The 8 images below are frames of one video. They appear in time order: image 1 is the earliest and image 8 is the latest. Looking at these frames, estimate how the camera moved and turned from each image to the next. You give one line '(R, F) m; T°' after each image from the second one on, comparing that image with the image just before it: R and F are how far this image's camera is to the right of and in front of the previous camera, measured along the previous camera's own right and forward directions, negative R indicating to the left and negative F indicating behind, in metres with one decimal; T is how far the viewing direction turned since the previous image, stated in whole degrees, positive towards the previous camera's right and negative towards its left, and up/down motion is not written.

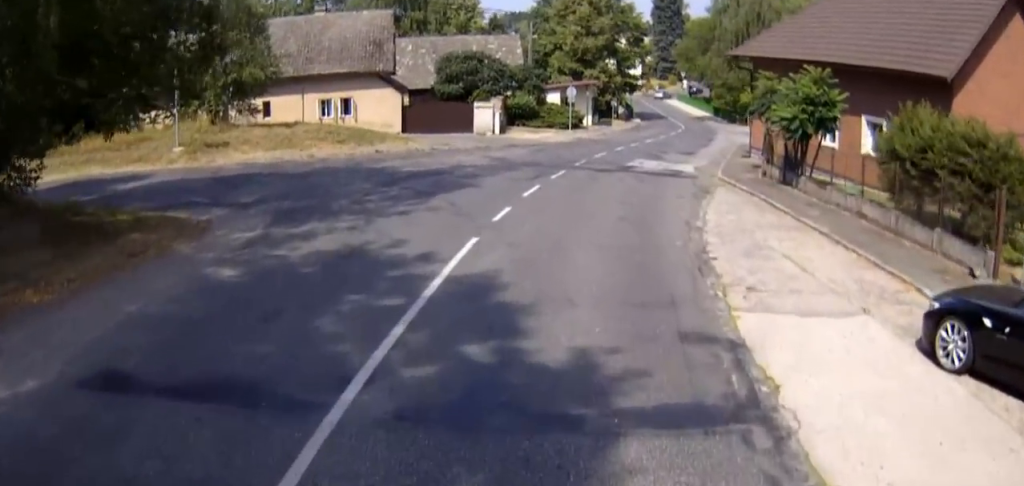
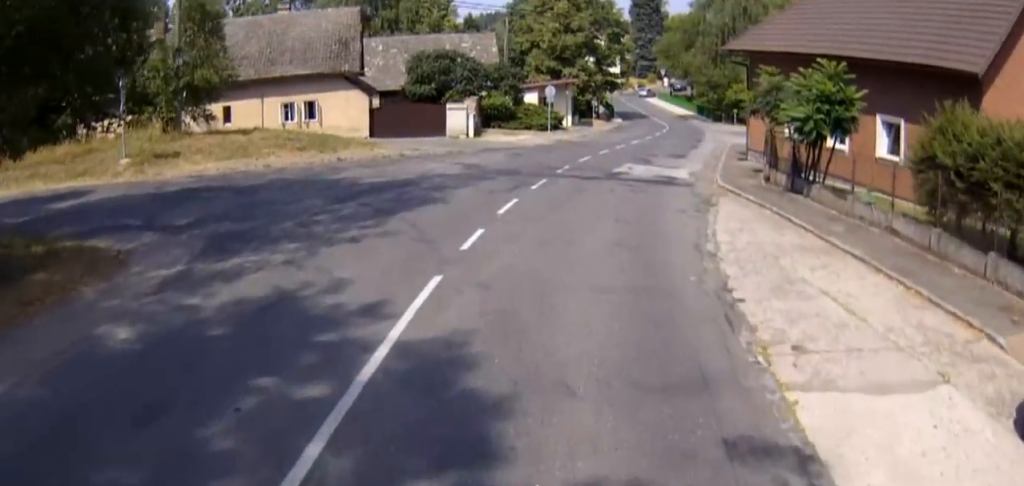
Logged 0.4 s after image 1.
(-0.2, +3.1) m; +1°
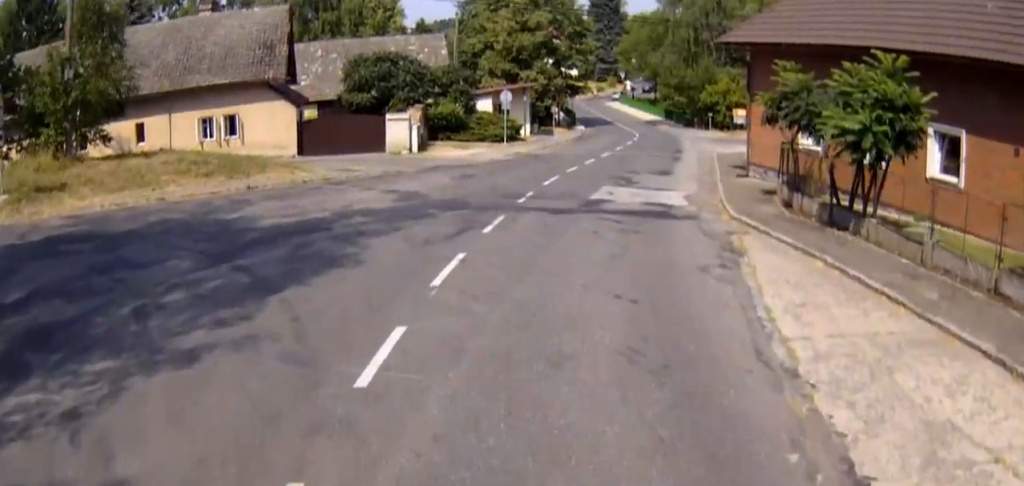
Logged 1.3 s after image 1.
(+0.6, +6.9) m; +4°
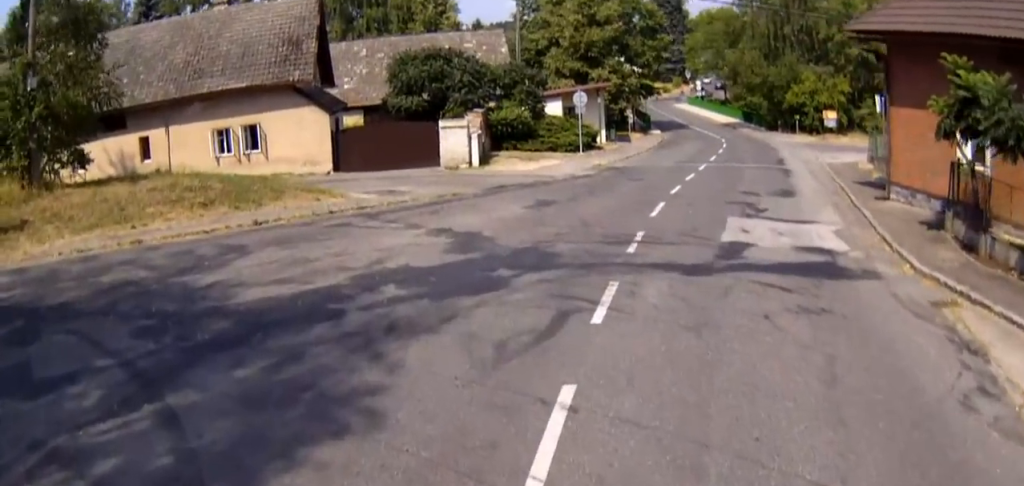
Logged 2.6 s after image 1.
(-0.4, +8.4) m; -10°
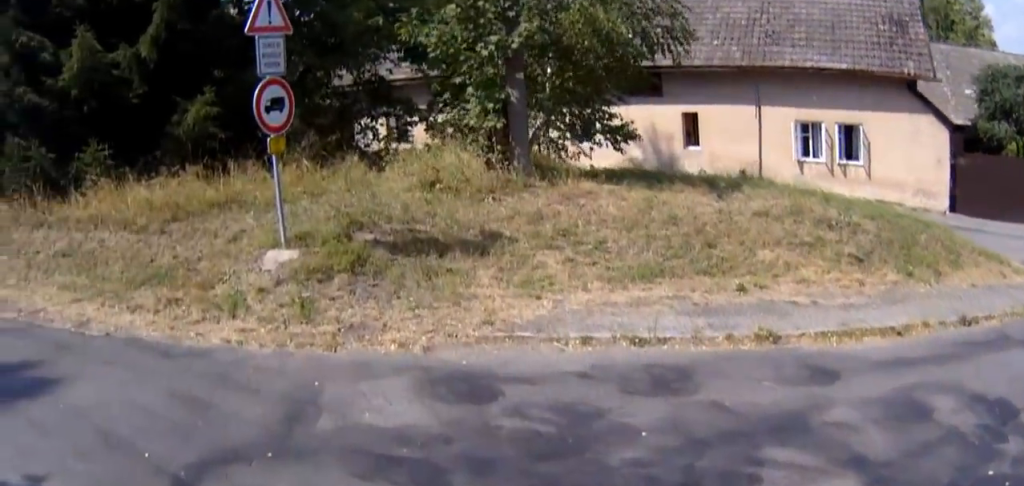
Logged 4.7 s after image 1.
(-2.8, +12.6) m; -29°
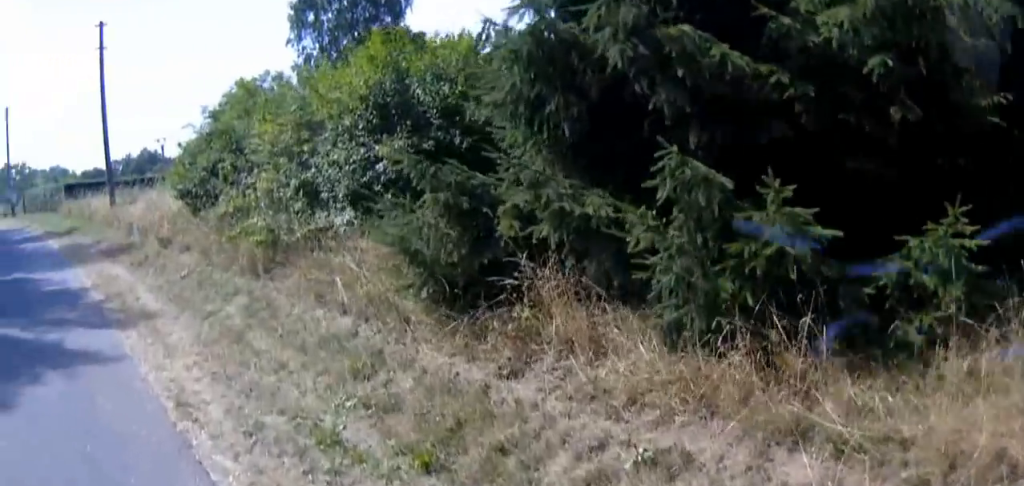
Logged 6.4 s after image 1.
(-2.8, +9.3) m; -31°
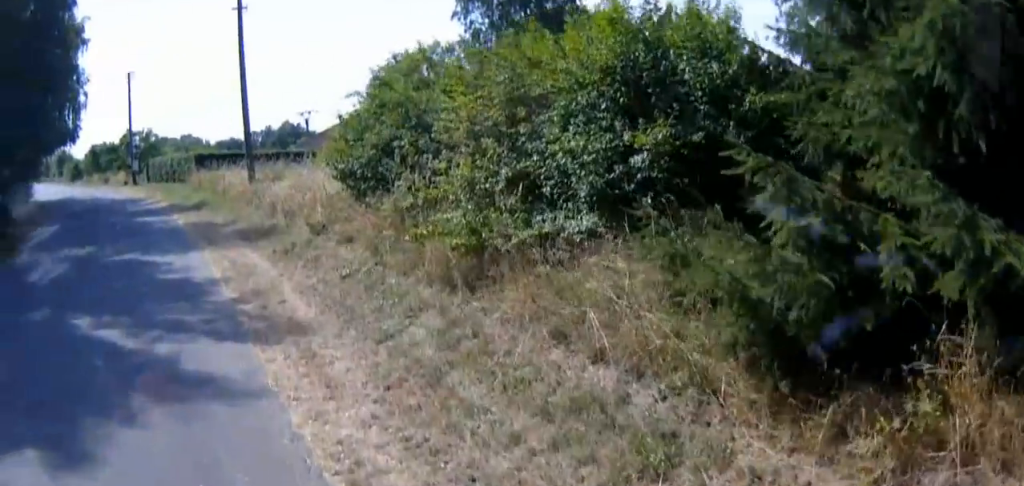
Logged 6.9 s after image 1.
(-0.1, +2.9) m; -8°
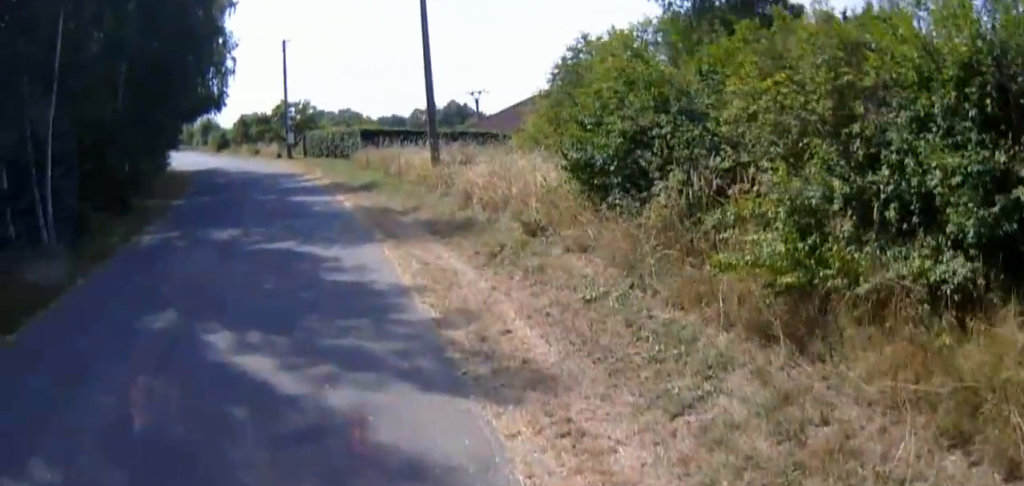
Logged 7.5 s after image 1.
(0.0, +3.0) m; -9°
